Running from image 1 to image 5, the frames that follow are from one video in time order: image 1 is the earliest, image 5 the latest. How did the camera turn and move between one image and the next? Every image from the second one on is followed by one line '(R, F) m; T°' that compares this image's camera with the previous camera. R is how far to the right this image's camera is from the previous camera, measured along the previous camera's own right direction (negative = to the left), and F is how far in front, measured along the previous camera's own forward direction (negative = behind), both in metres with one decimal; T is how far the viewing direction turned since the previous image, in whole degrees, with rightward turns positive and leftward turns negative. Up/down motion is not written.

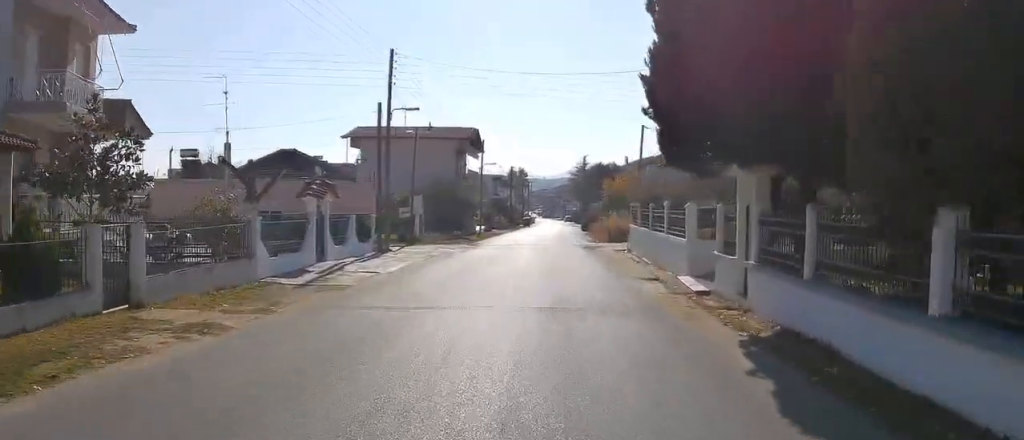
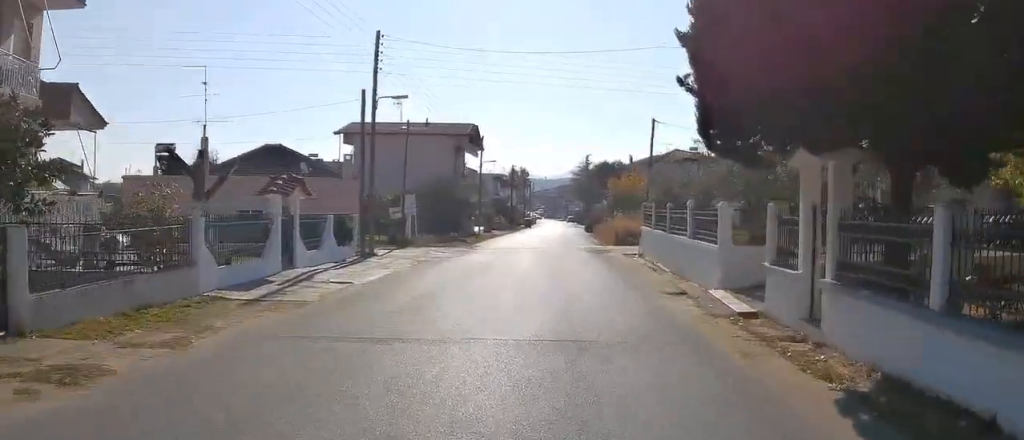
(+0.1, +3.2) m; +2°
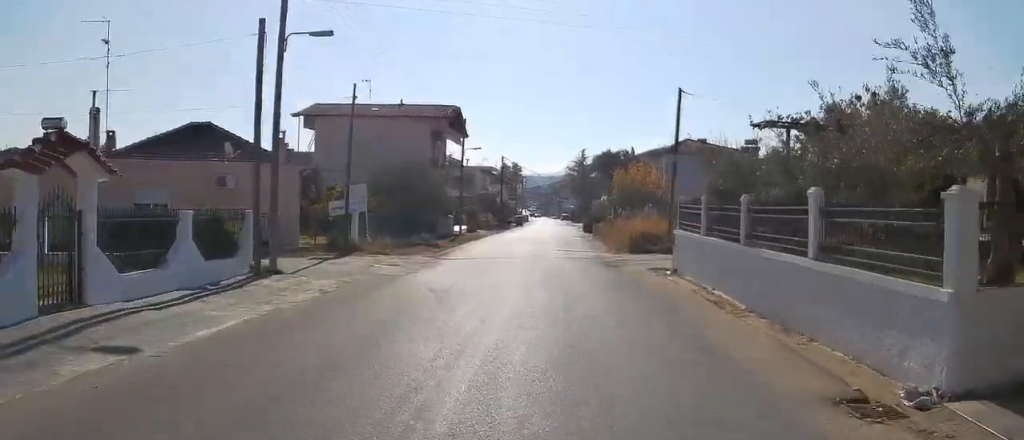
(+0.2, +9.7) m; +2°
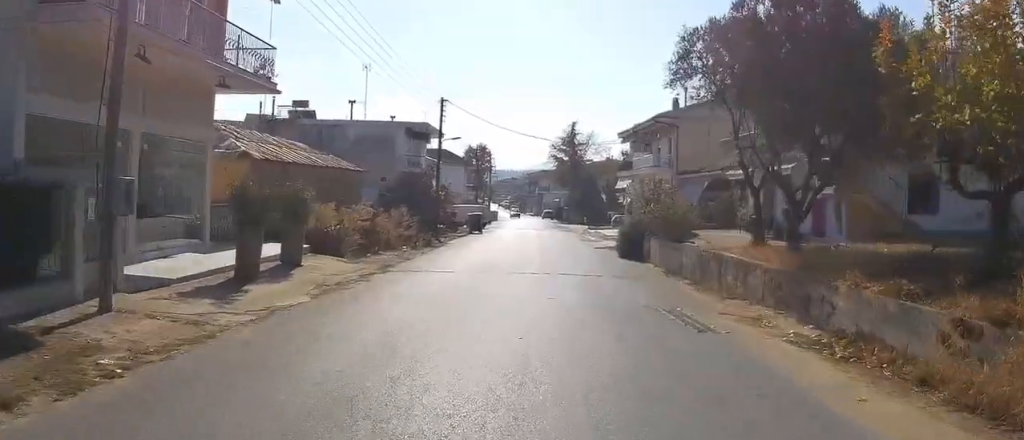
(-0.1, +46.2) m; 0°
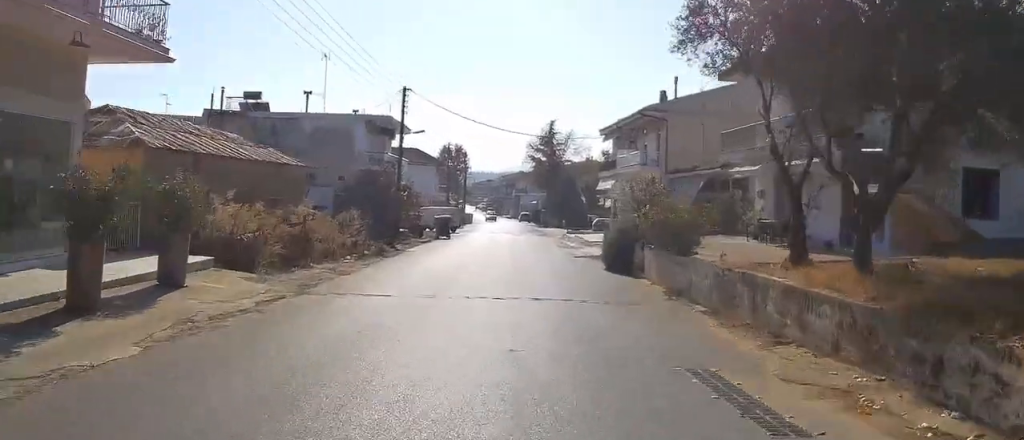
(0.0, +5.3) m; +1°
